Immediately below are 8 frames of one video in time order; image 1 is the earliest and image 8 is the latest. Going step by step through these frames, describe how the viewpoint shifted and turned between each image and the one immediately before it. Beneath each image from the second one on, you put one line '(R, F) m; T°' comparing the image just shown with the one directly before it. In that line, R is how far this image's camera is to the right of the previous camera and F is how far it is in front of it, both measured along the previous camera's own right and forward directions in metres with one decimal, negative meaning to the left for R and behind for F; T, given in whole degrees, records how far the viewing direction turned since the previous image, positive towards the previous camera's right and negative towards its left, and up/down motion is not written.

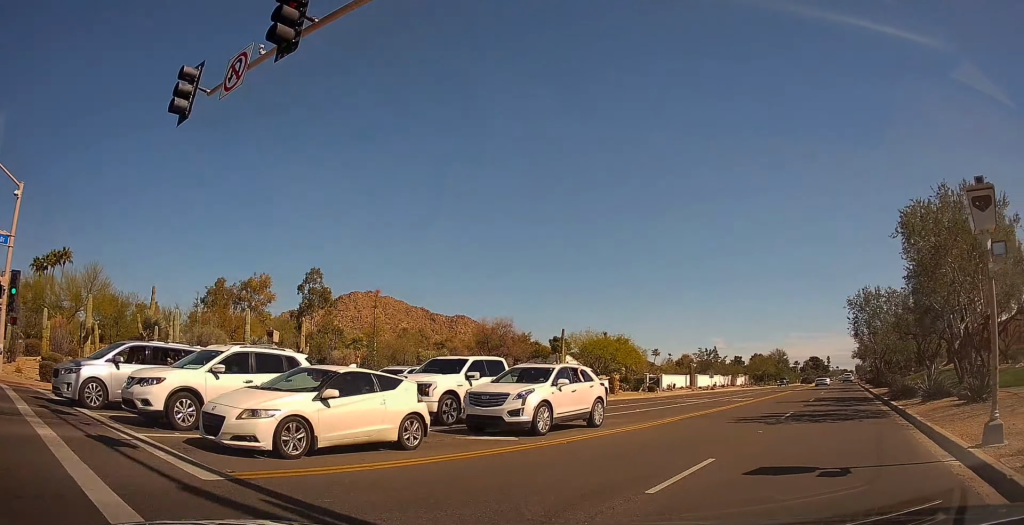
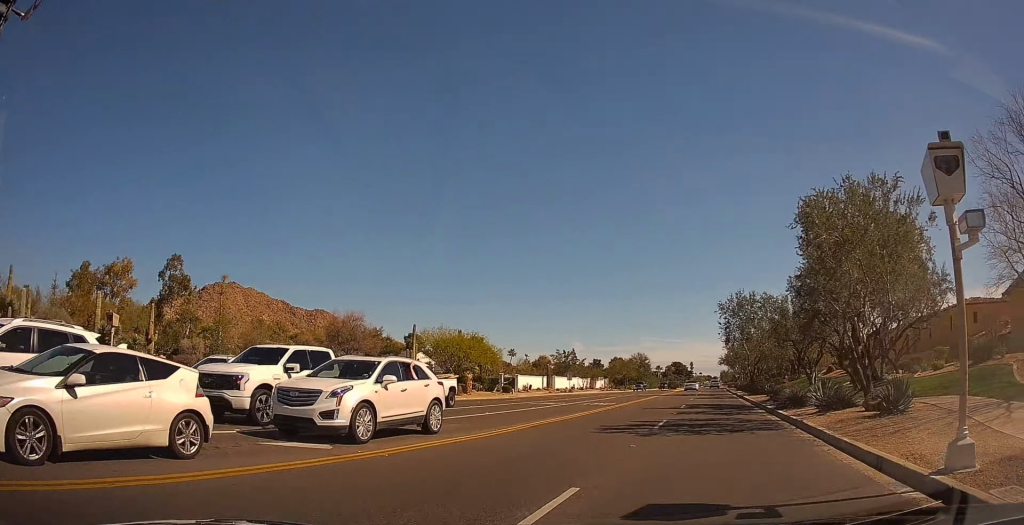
(+0.1, +1.9) m; +9°
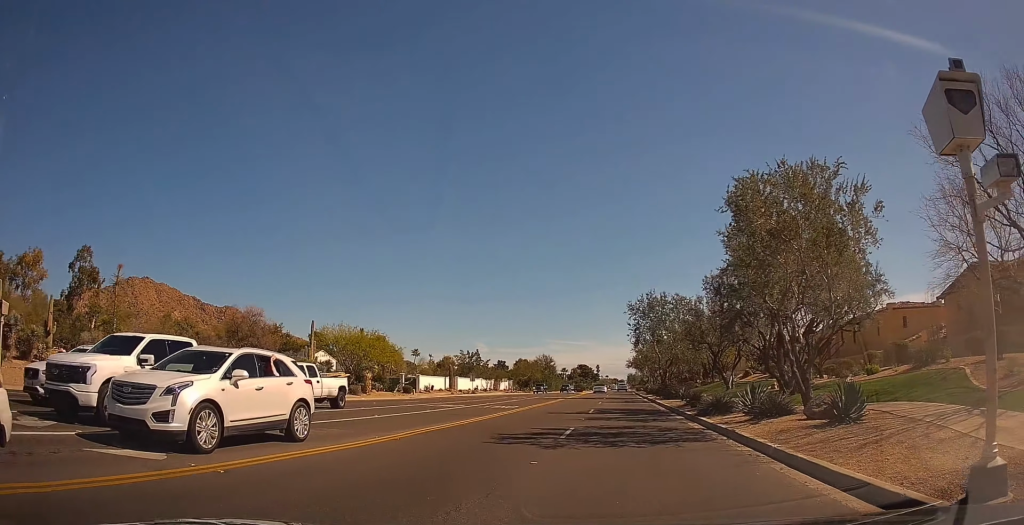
(+0.1, +1.8) m; +5°
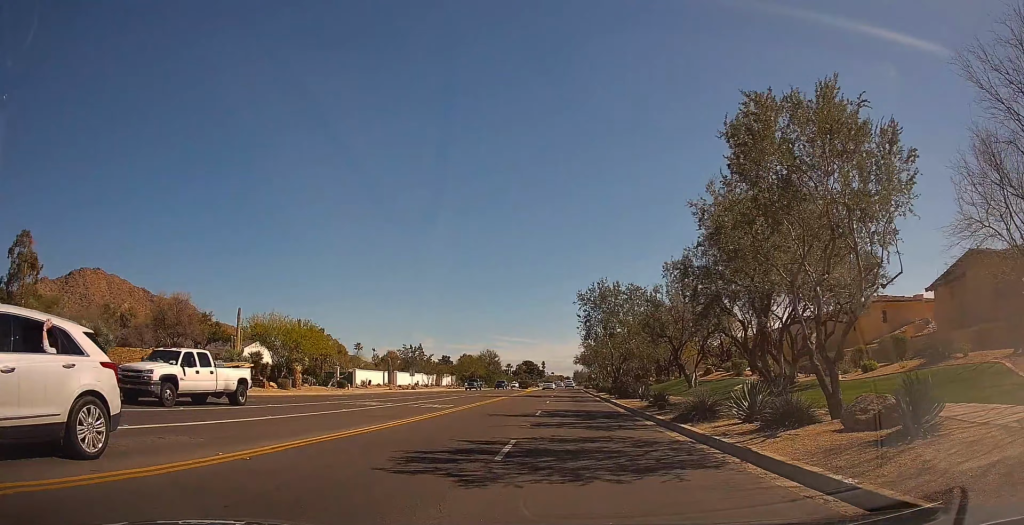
(+0.4, +4.3) m; +5°
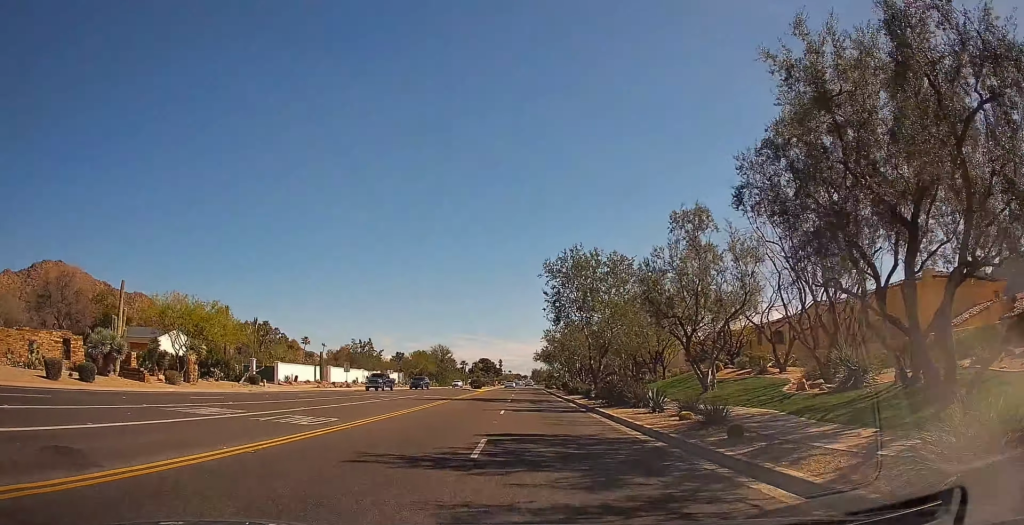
(+0.9, +12.2) m; +8°
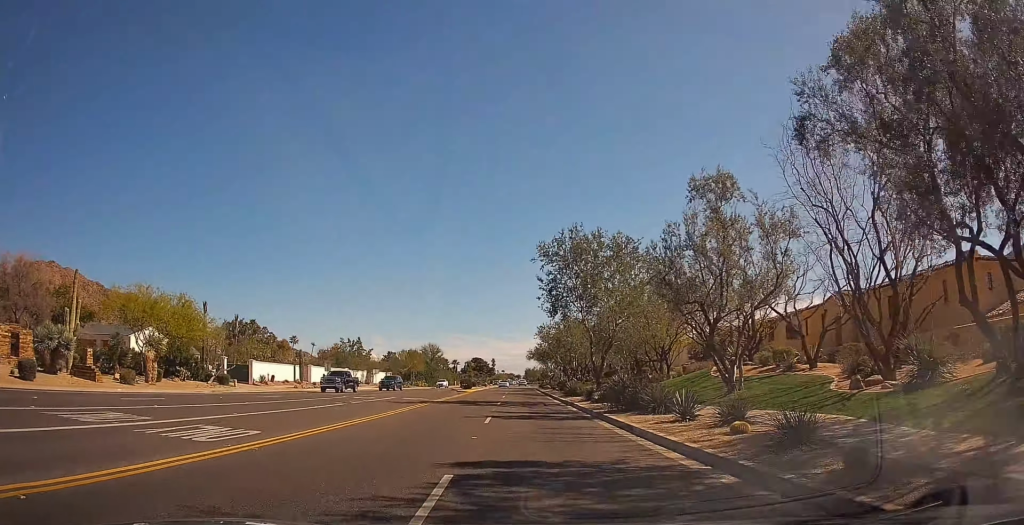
(+0.2, +4.8) m; +2°
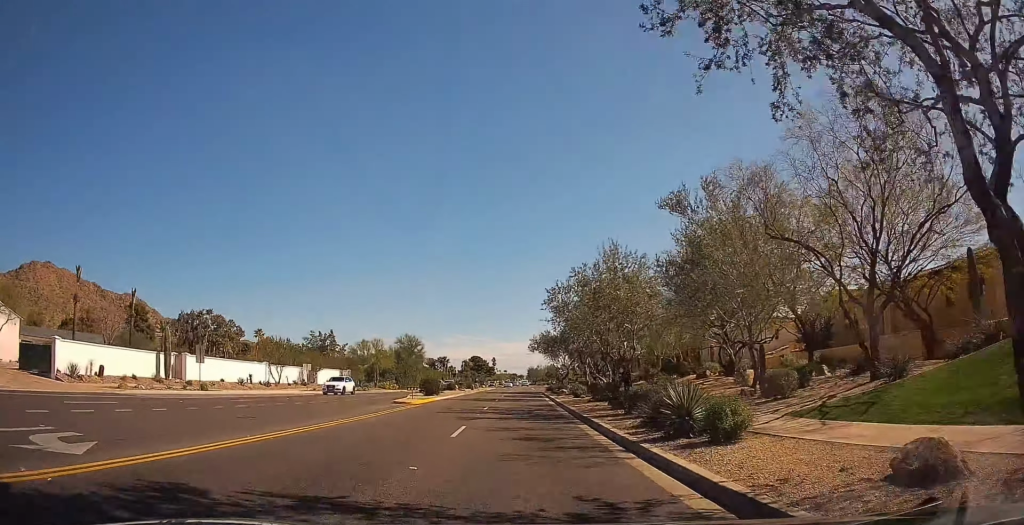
(+0.4, +31.7) m; -2°
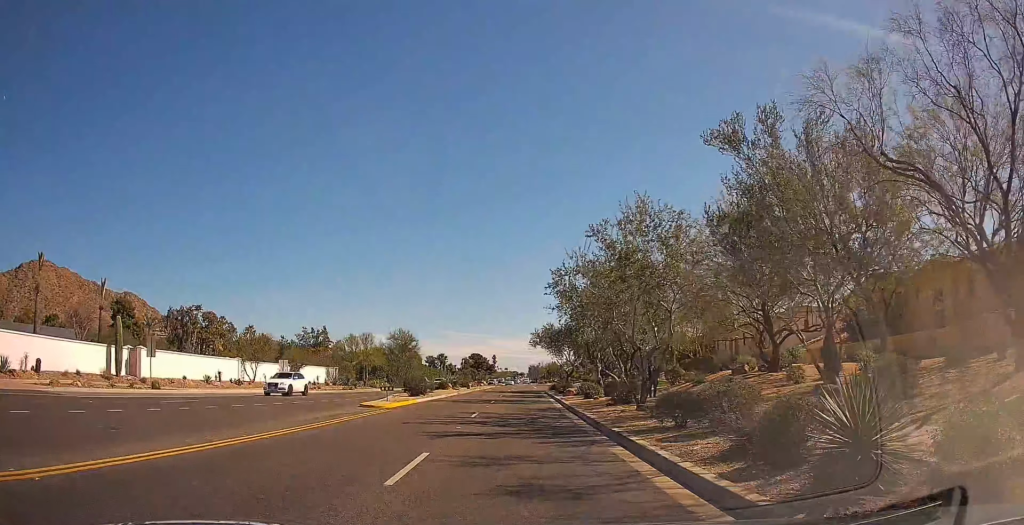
(-0.1, +6.7) m; 0°
